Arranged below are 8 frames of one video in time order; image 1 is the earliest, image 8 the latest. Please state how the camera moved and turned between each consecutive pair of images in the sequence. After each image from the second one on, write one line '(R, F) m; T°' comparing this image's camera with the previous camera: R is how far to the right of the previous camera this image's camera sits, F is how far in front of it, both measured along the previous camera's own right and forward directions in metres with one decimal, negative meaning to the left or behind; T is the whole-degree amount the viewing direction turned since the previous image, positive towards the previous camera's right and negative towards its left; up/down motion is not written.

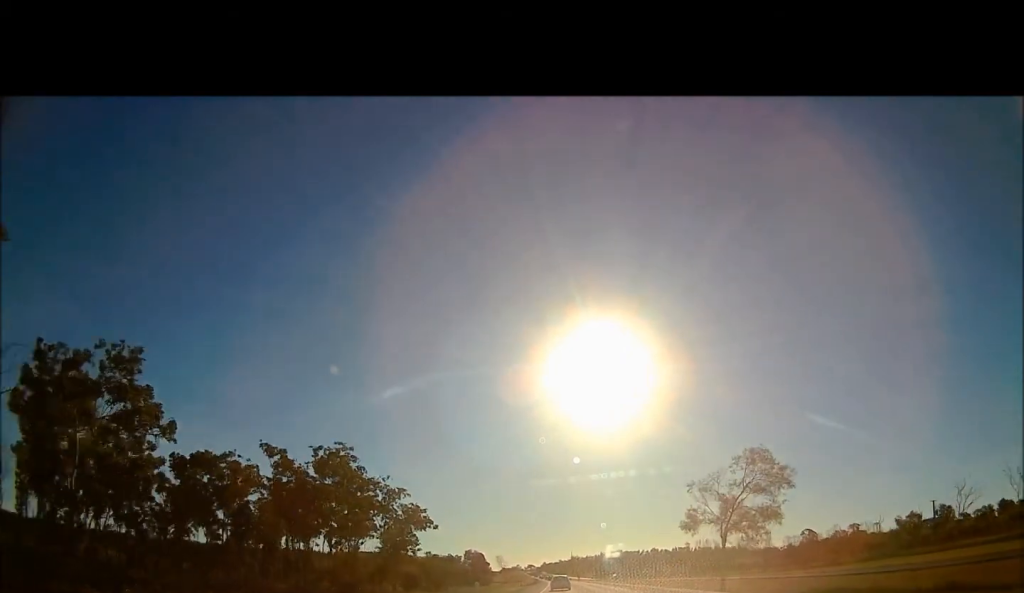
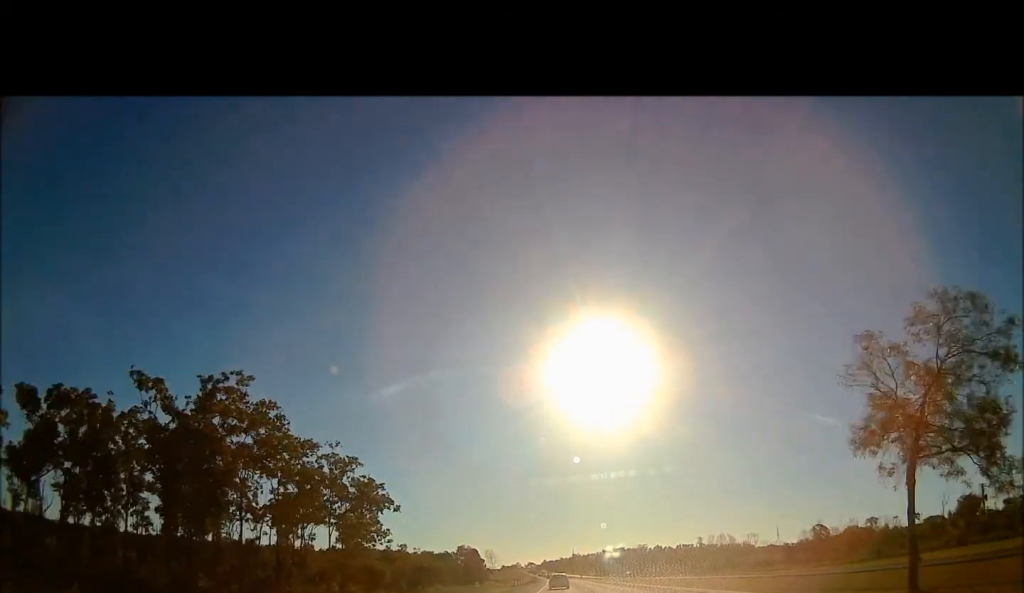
(-0.9, +19.0) m; -1°
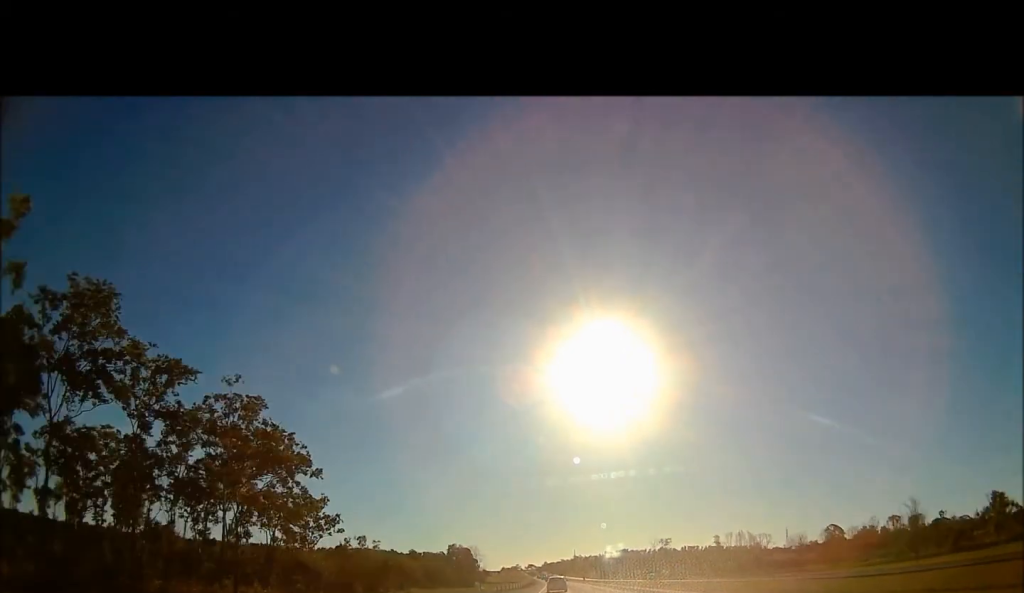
(+0.2, +21.1) m; 0°
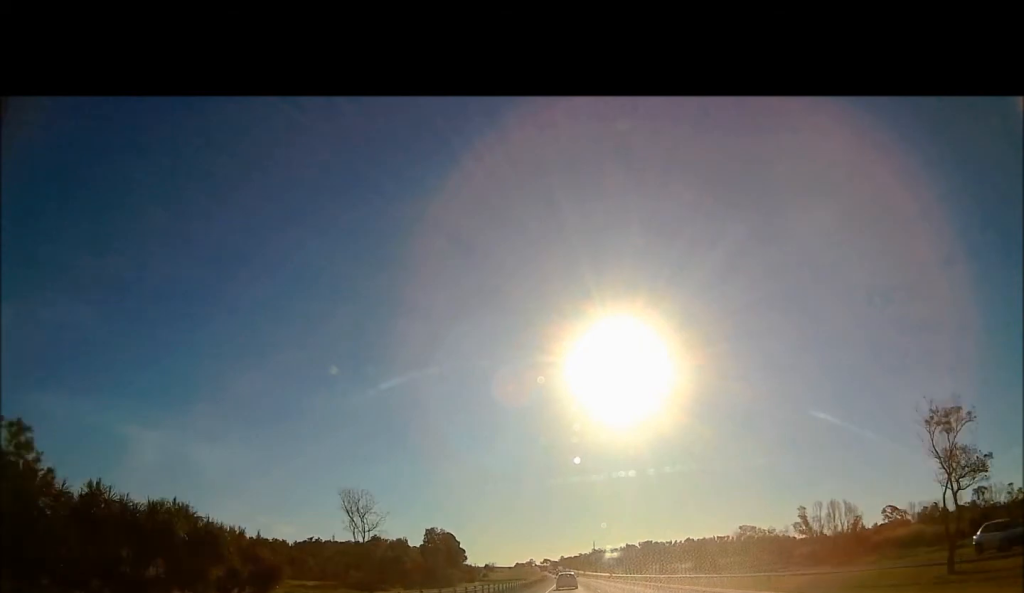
(+0.8, +56.5) m; 0°
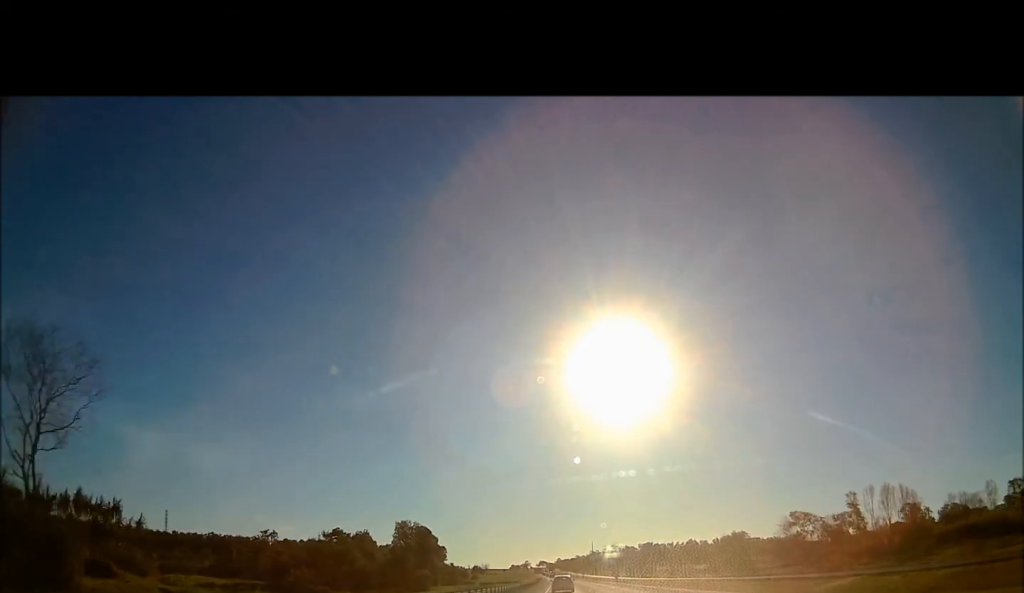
(-0.6, +24.6) m; -2°
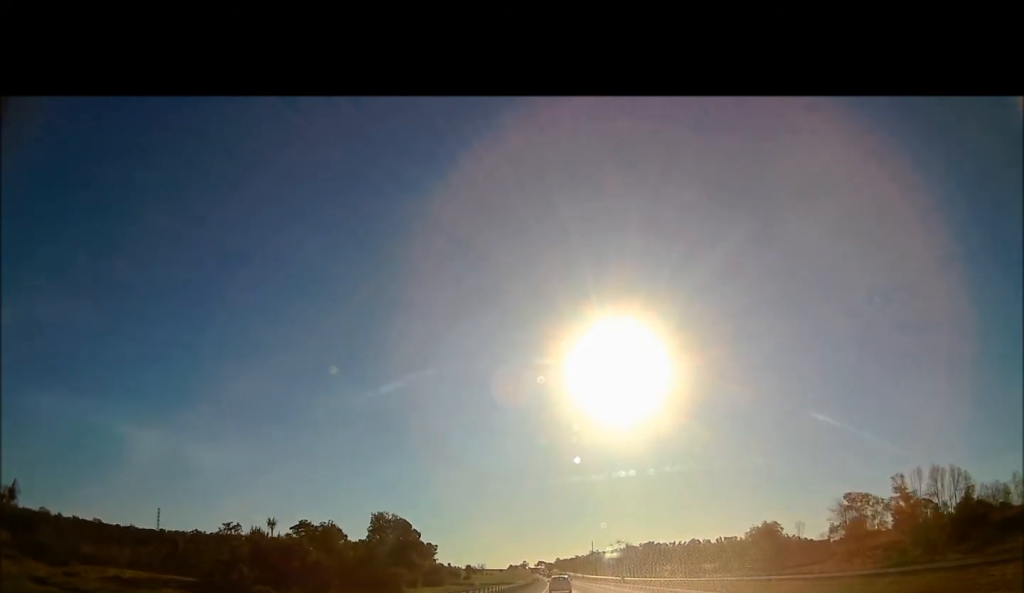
(-0.5, +16.4) m; -1°
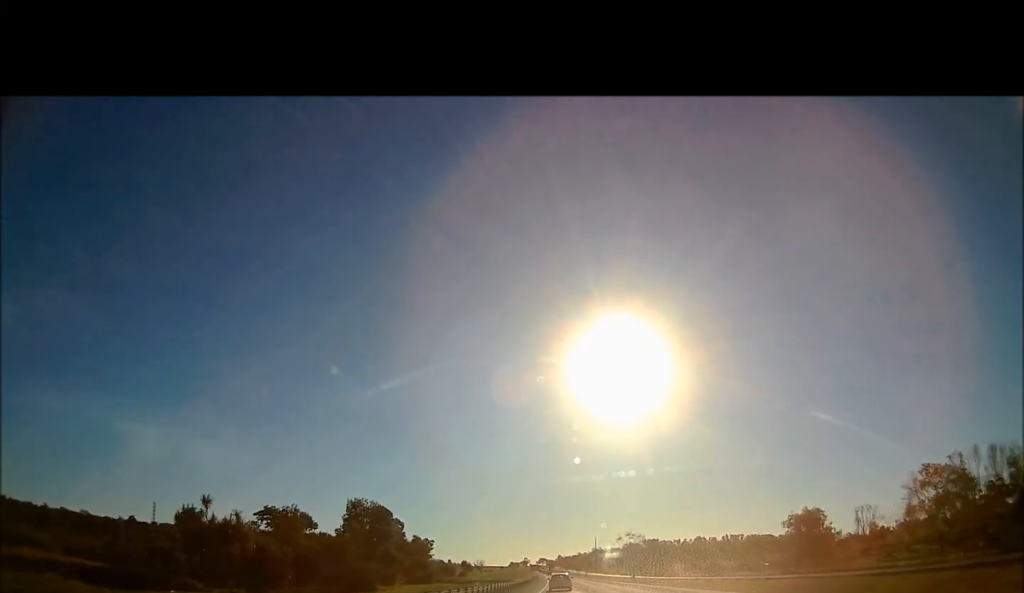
(+0.1, +14.5) m; +2°
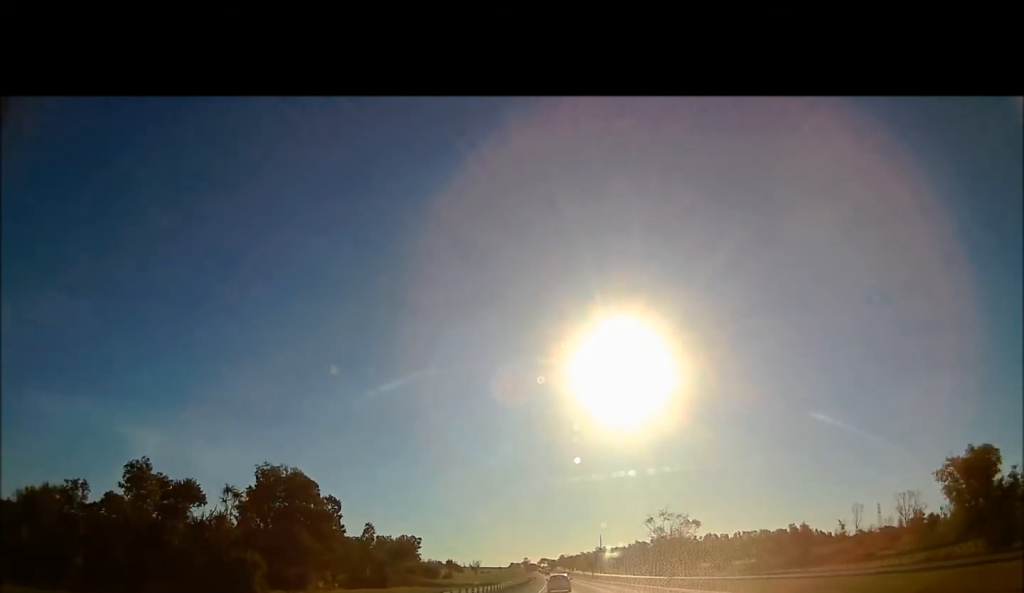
(+1.5, +32.6) m; 0°
